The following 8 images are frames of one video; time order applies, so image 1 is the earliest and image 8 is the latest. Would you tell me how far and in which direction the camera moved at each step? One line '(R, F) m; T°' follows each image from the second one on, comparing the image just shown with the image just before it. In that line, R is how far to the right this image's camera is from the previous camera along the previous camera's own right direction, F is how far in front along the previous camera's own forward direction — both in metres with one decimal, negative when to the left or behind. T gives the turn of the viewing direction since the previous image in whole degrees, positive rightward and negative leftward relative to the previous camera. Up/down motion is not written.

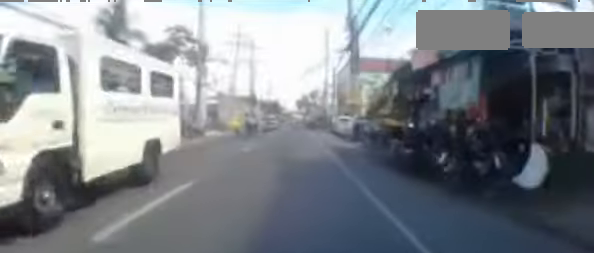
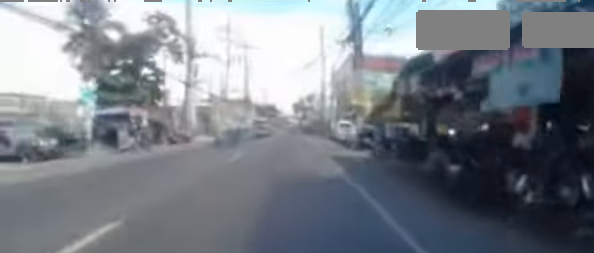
(+0.1, +2.7) m; 0°
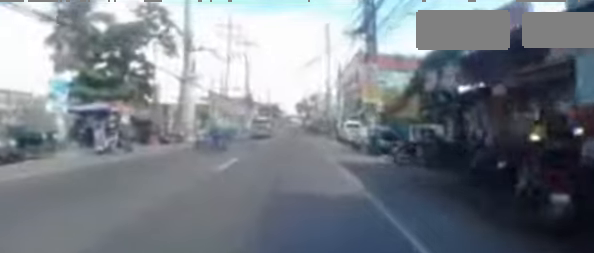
(+0.1, +2.5) m; -1°
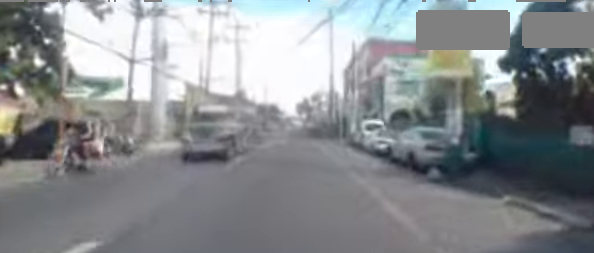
(-0.5, +8.5) m; -3°
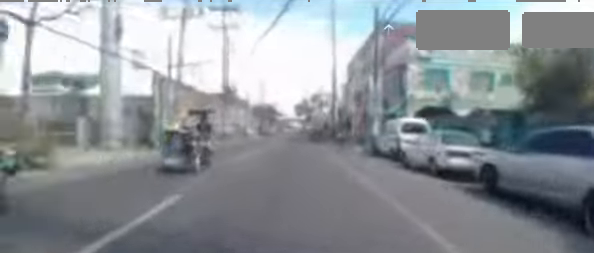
(+0.1, +7.4) m; -5°
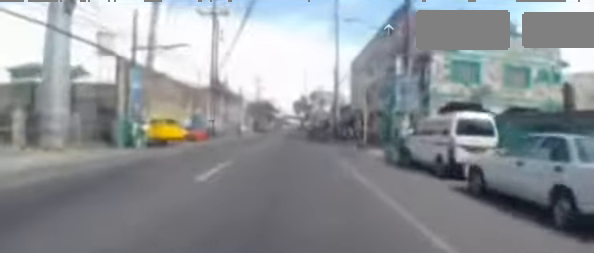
(-0.5, +5.1) m; -3°
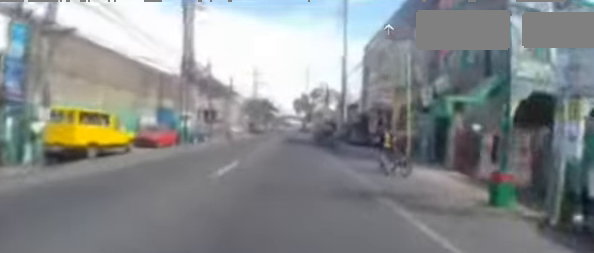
(0.0, +8.4) m; +6°
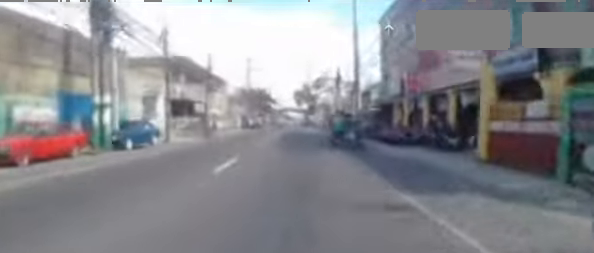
(+0.8, +9.6) m; +2°
